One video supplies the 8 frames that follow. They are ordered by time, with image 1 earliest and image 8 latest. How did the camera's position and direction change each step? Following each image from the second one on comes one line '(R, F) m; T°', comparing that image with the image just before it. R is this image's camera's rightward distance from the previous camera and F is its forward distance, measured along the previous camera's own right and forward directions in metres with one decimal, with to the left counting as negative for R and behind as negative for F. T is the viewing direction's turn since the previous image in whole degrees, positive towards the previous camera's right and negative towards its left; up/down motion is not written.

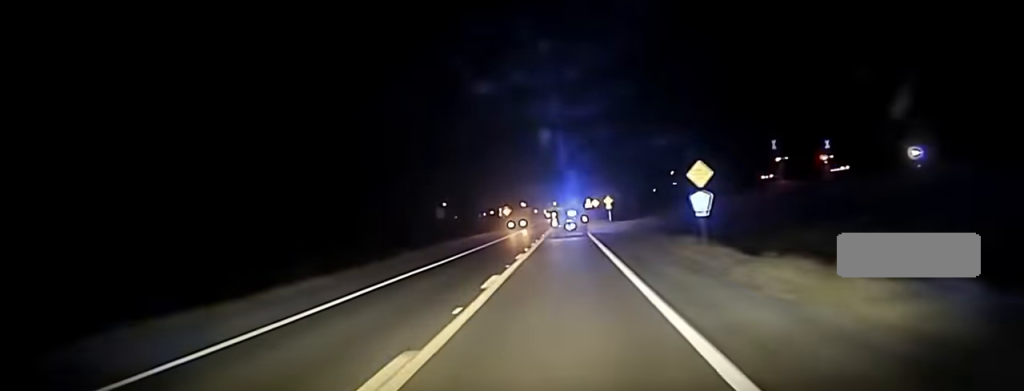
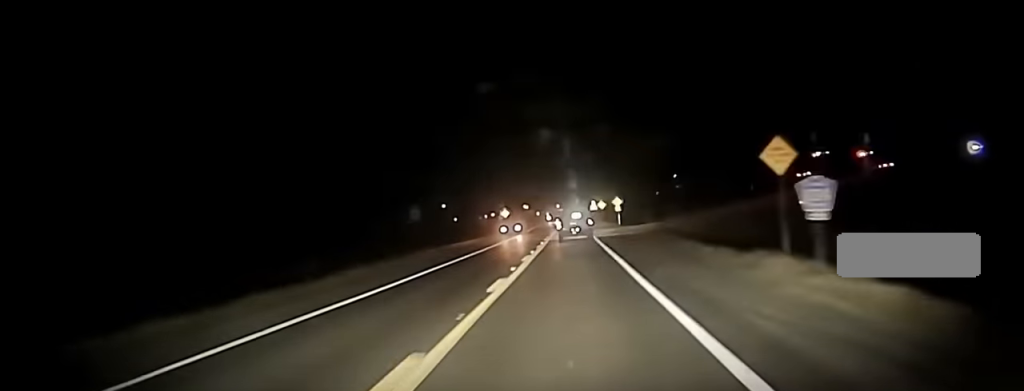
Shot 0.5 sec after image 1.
(+0.1, +16.7) m; 0°
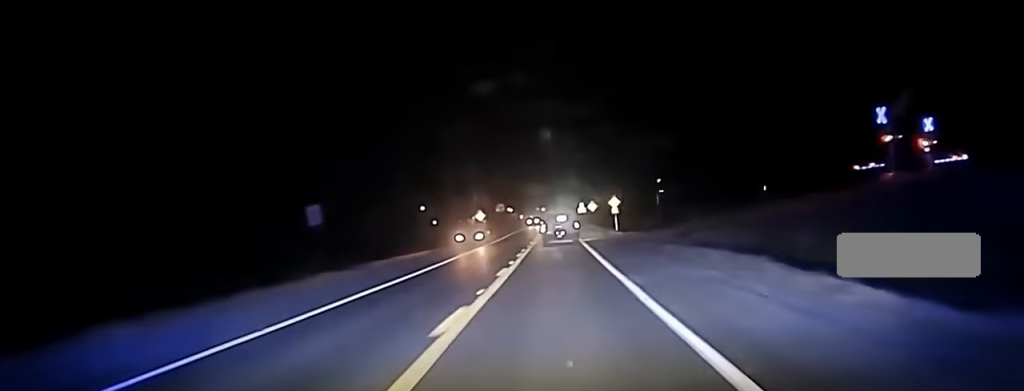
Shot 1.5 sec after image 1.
(+0.2, +27.0) m; +1°
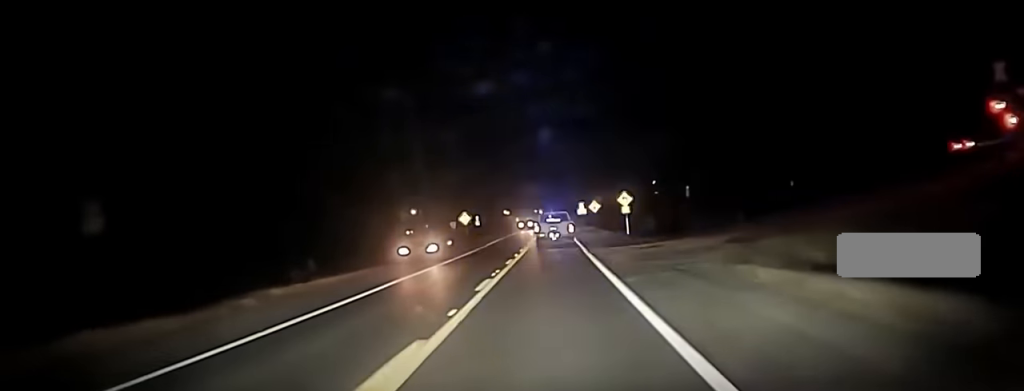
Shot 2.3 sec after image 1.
(+0.1, +19.2) m; 0°
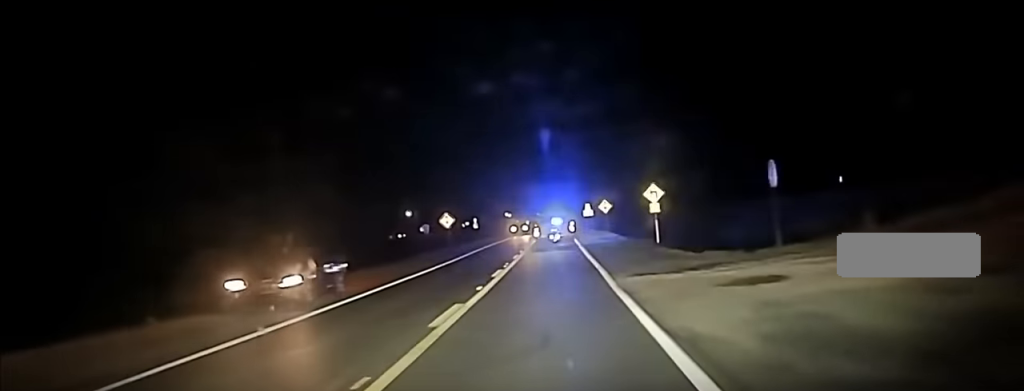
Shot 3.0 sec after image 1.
(0.0, +17.5) m; 0°
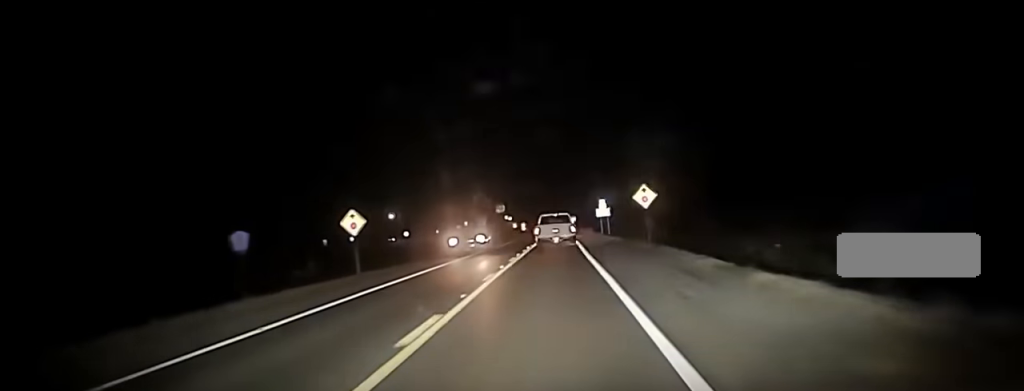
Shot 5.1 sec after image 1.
(+0.4, +40.7) m; -1°
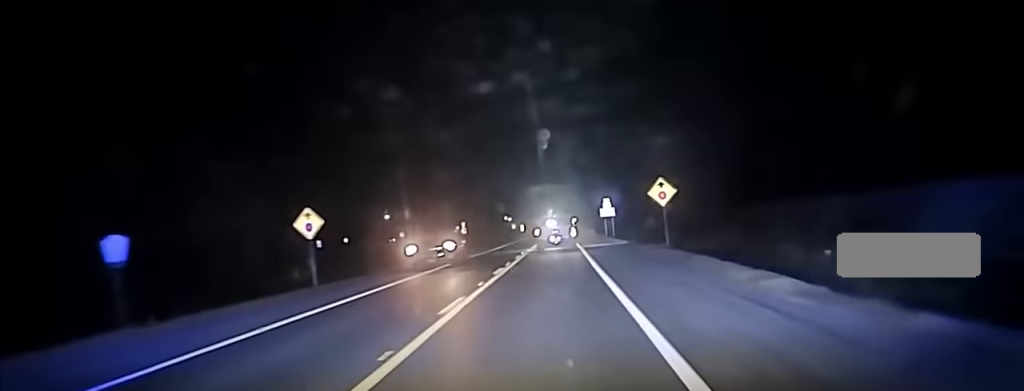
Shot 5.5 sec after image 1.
(-0.2, +8.2) m; -1°
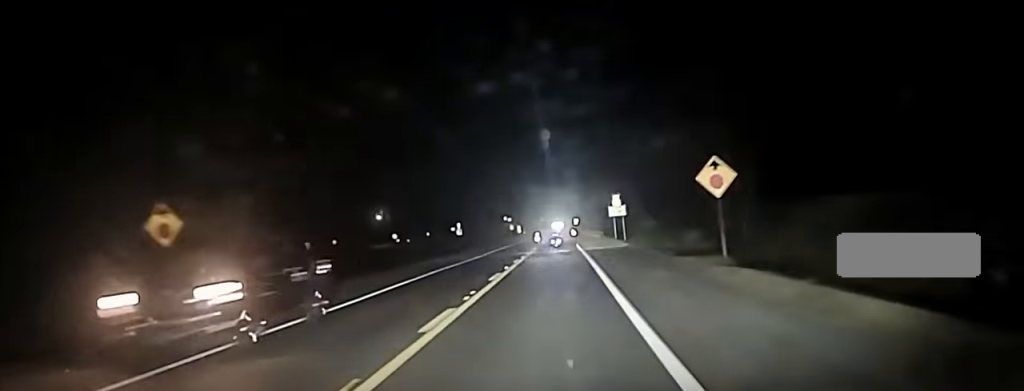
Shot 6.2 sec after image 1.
(-0.2, +14.3) m; -1°
